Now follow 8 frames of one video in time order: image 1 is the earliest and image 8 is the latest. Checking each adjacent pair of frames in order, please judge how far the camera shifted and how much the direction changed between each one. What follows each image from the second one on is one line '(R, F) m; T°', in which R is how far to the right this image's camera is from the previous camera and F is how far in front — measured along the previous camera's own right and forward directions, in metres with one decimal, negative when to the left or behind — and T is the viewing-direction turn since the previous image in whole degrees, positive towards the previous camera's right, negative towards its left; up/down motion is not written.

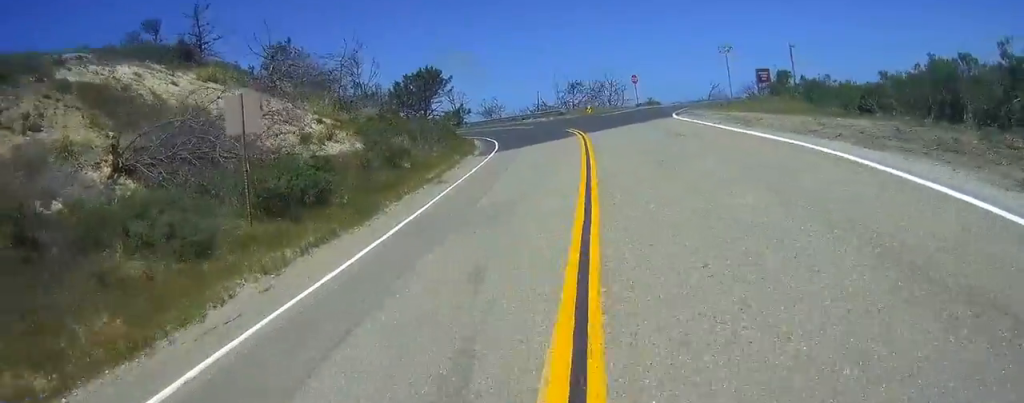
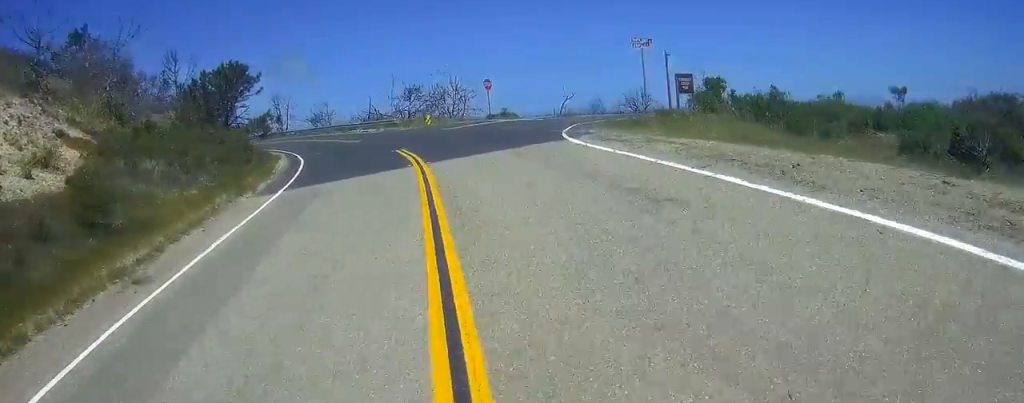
(+1.2, +12.3) m; +12°
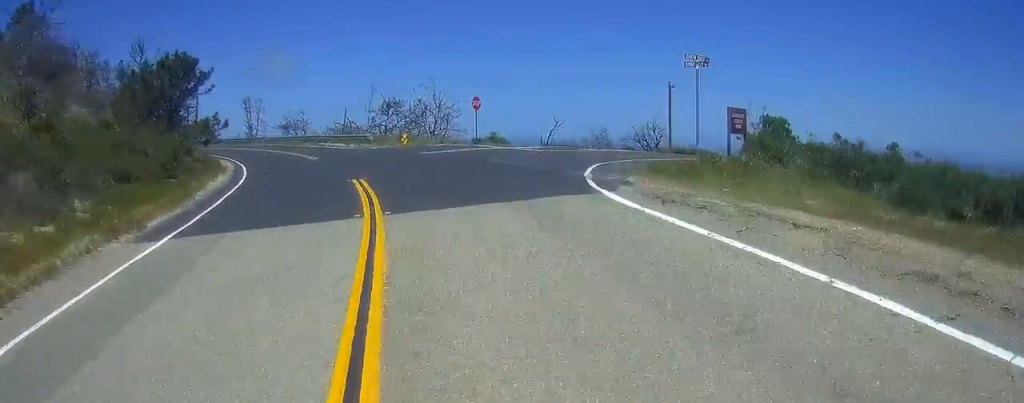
(+0.6, +6.3) m; +6°
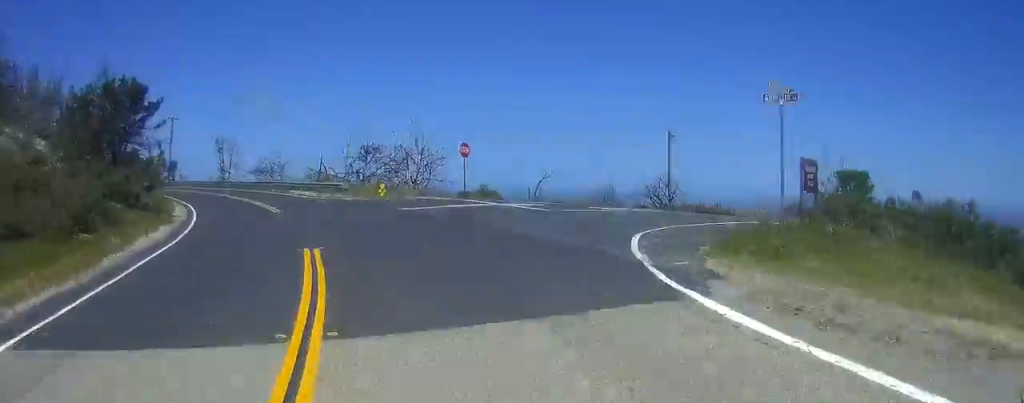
(+0.2, +5.1) m; +1°
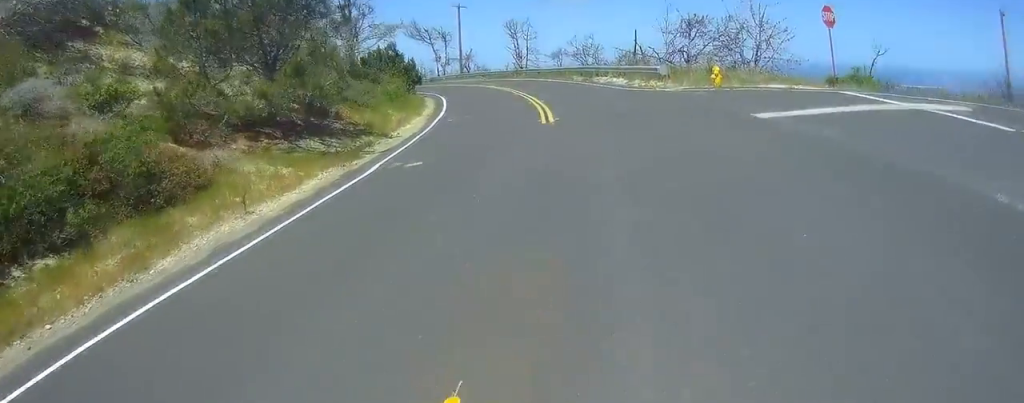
(0.0, +11.4) m; -3°
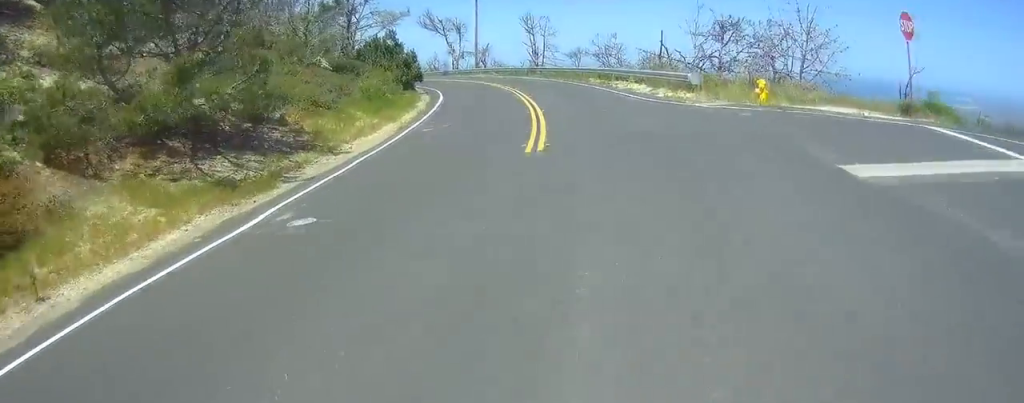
(+0.1, +5.1) m; -3°
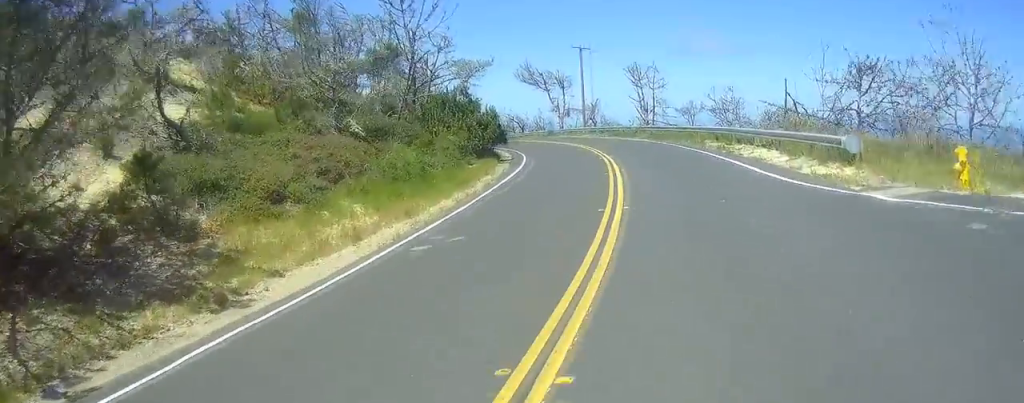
(-0.5, +8.0) m; -6°
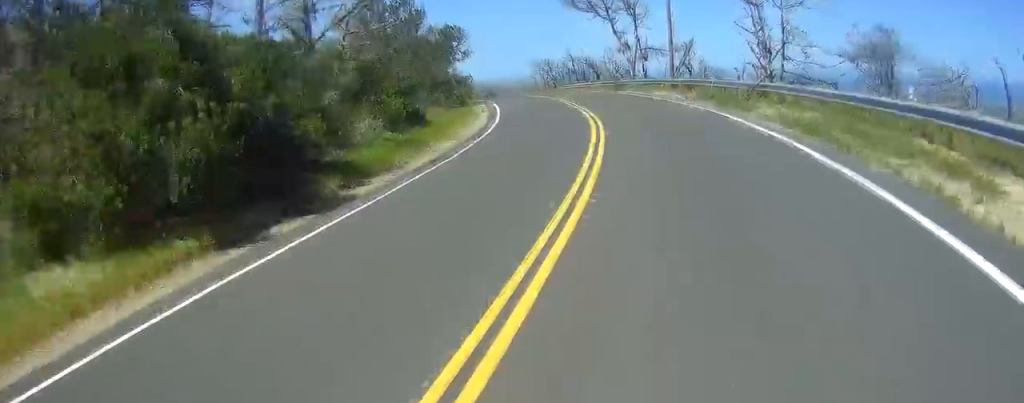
(-2.9, +27.5) m; -8°
